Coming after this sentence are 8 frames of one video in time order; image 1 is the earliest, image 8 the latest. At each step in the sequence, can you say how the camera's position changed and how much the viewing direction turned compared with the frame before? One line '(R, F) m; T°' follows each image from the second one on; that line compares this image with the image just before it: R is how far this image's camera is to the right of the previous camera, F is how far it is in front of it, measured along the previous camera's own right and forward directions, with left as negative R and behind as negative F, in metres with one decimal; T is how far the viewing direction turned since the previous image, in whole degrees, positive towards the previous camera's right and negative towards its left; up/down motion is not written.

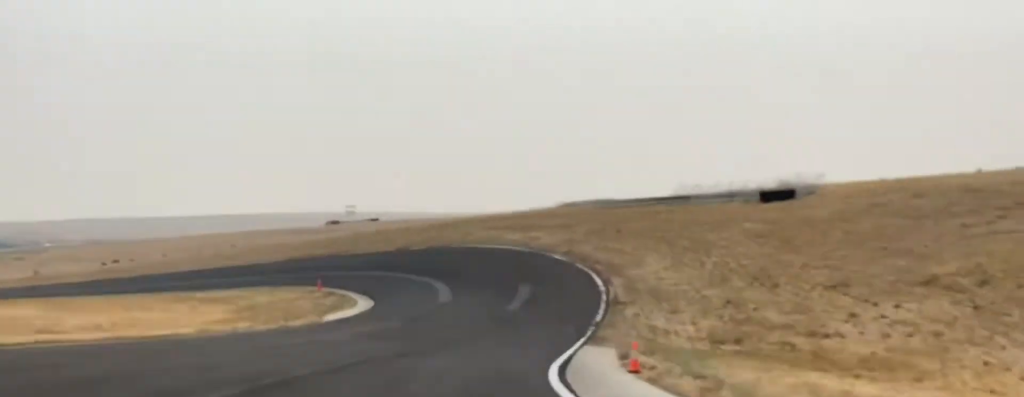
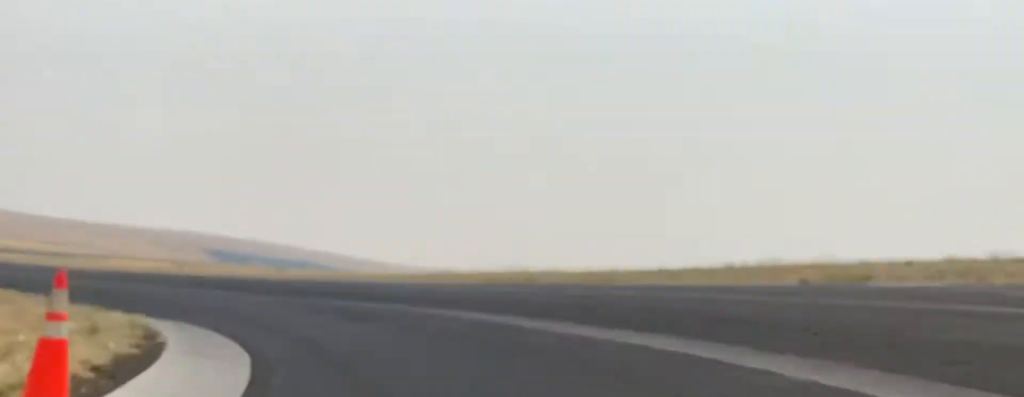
(+3.9, +61.7) m; -21°
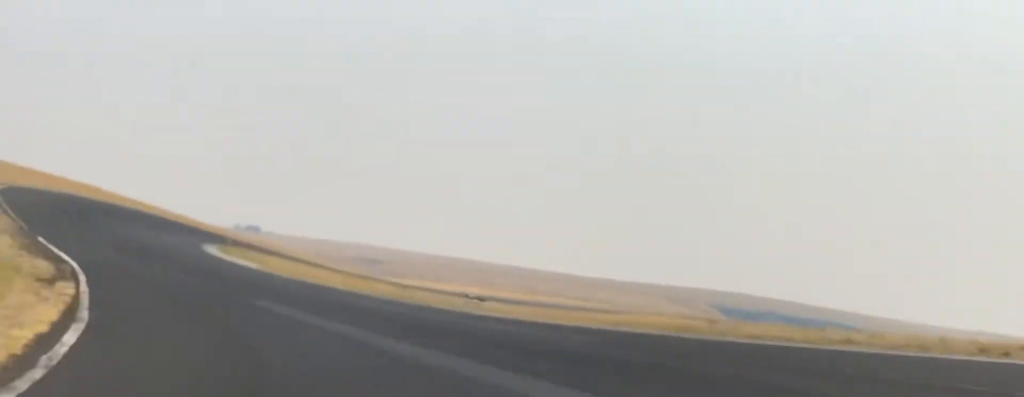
(-12.8, +29.6) m; -45°
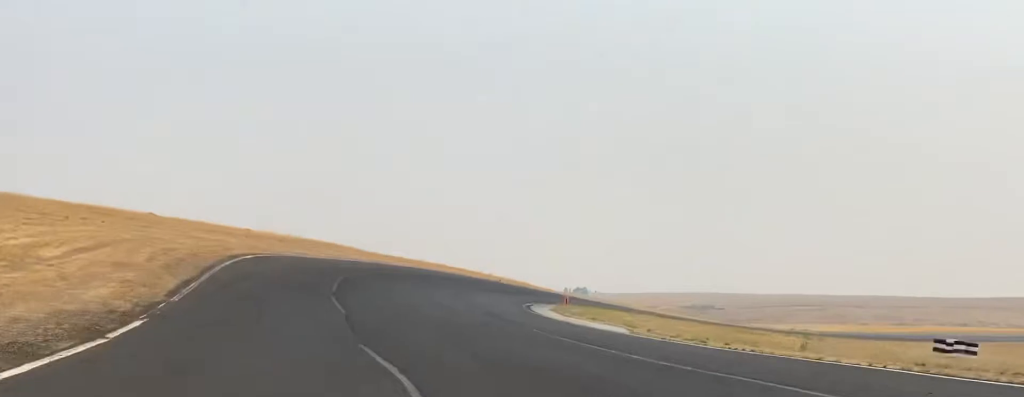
(-10.2, +25.8) m; -24°
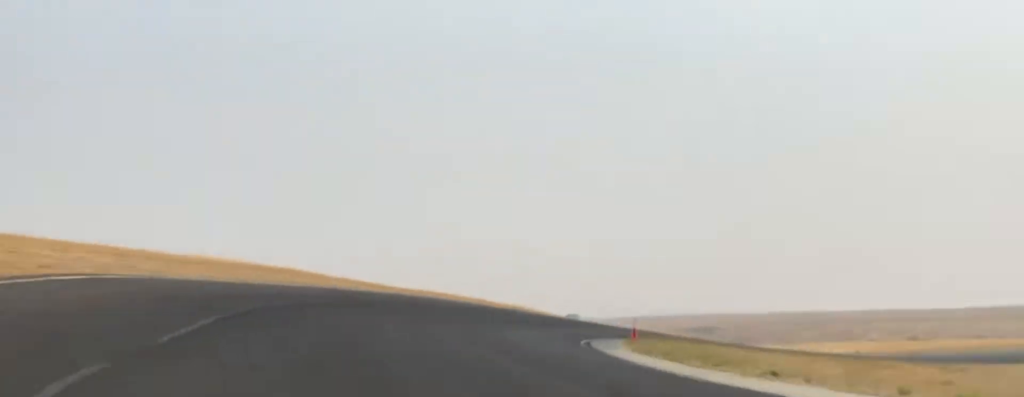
(-2.2, +17.7) m; 0°
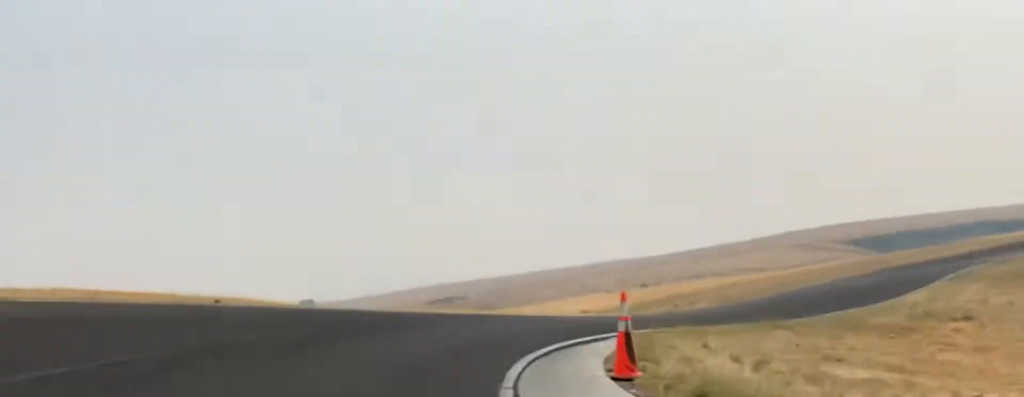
(-2.7, +23.9) m; +12°
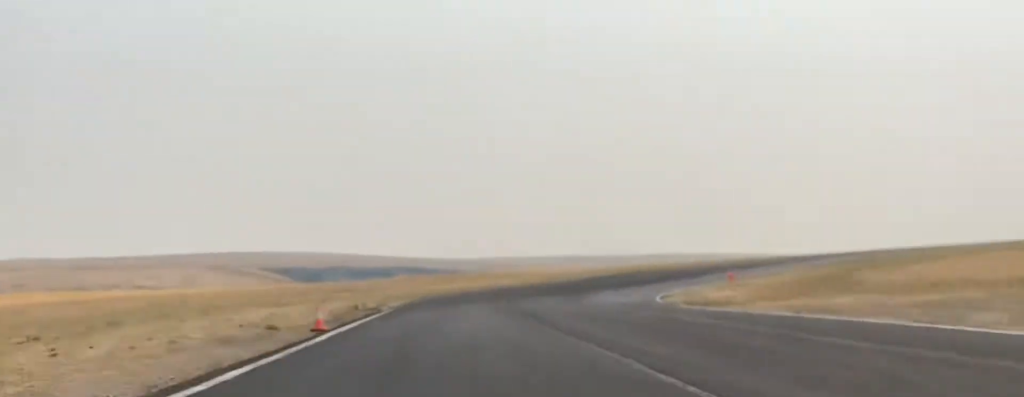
(+43.3, +59.6) m; +56°
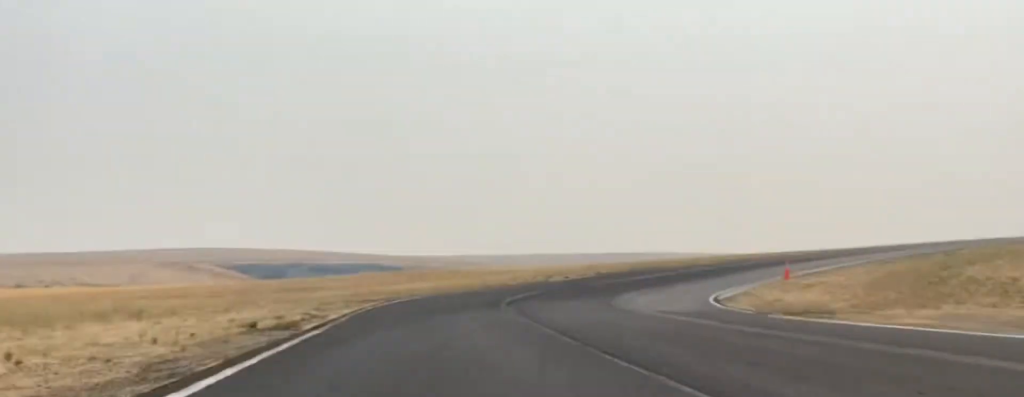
(+0.7, +14.3) m; +5°
